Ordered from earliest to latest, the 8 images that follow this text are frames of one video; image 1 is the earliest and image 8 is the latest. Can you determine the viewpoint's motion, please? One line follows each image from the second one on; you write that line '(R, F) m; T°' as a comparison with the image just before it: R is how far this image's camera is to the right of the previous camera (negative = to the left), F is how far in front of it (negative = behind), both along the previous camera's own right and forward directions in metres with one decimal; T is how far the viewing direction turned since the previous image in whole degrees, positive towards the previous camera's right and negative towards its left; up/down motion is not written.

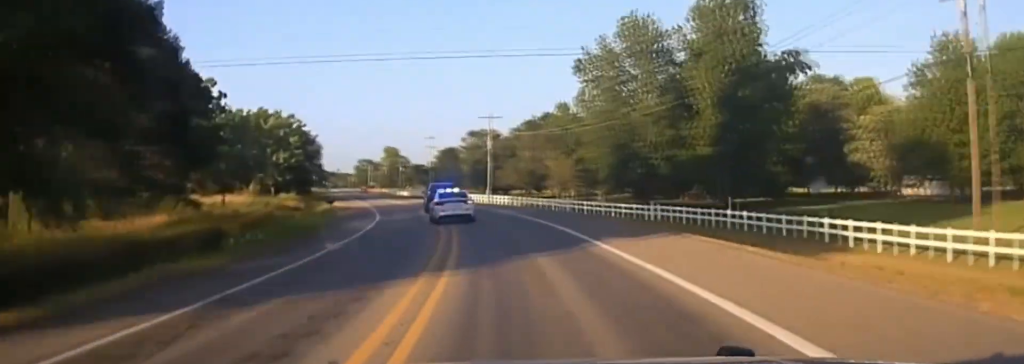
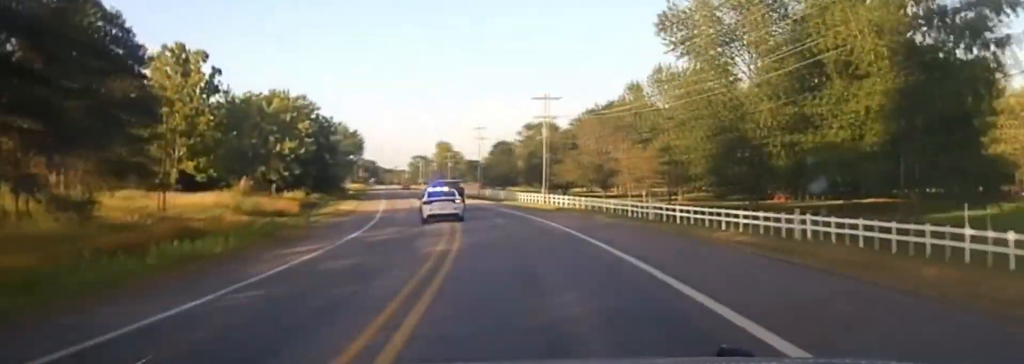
(-0.5, +21.0) m; -3°
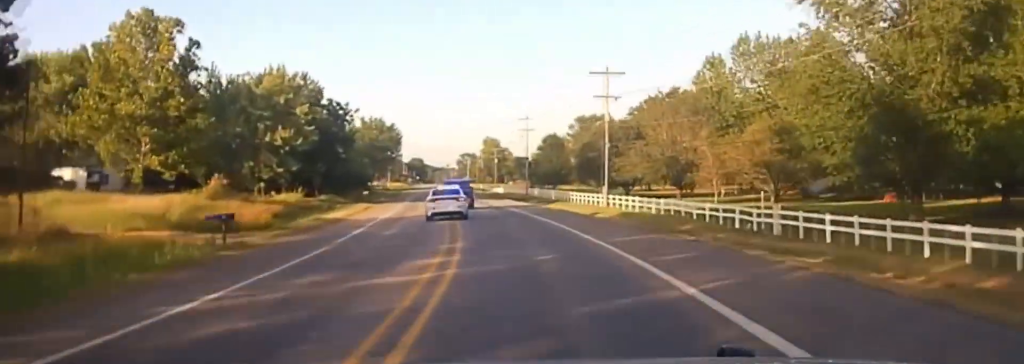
(-0.5, +17.9) m; -3°
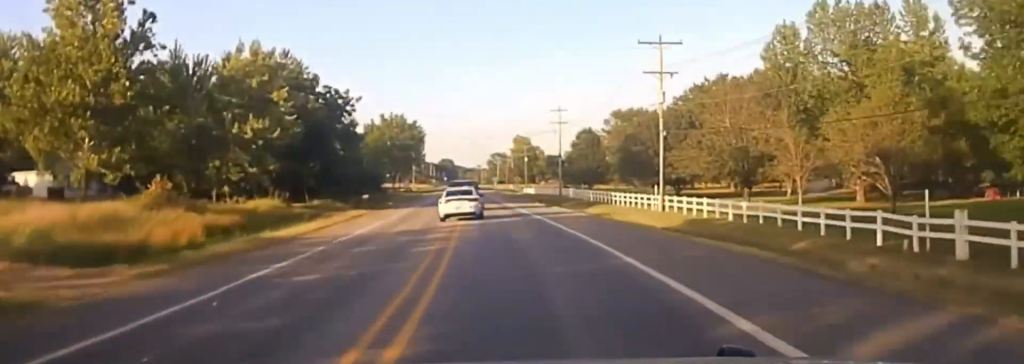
(-0.2, +15.8) m; -2°
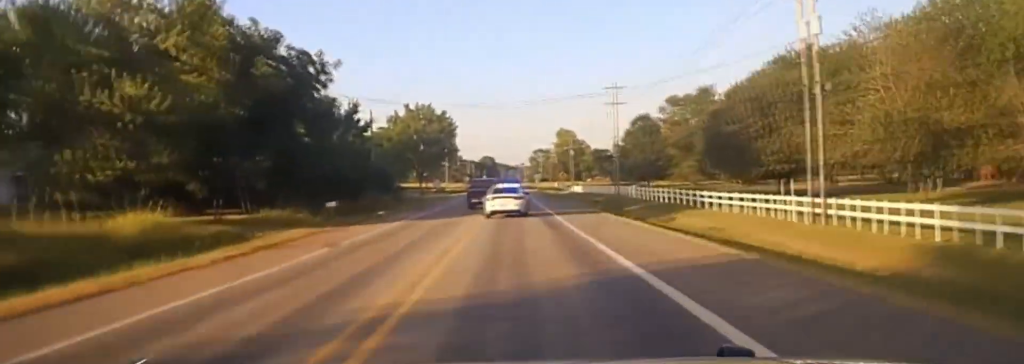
(-0.6, +23.7) m; -3°
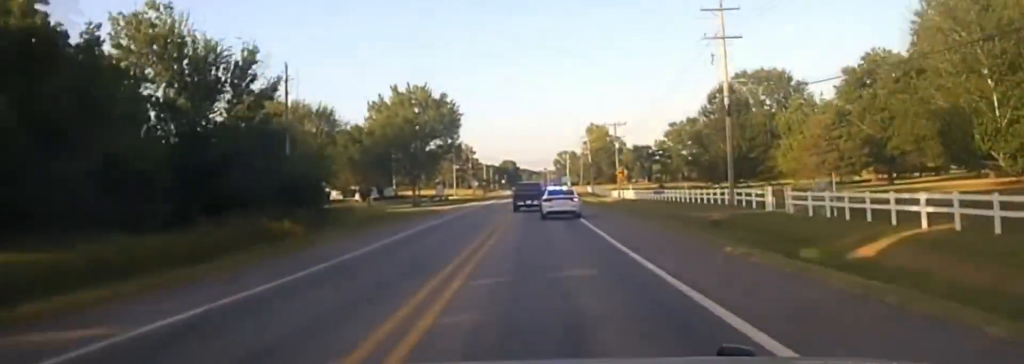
(-1.8, +43.1) m; -2°
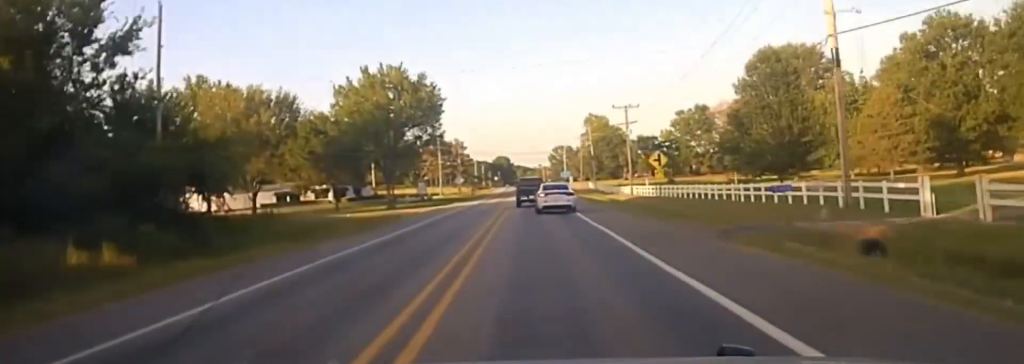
(+0.4, +22.1) m; 0°
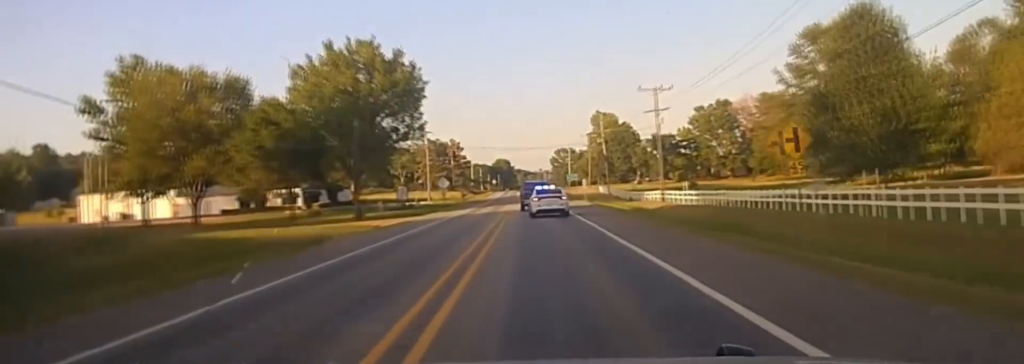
(+0.3, +19.6) m; 0°
